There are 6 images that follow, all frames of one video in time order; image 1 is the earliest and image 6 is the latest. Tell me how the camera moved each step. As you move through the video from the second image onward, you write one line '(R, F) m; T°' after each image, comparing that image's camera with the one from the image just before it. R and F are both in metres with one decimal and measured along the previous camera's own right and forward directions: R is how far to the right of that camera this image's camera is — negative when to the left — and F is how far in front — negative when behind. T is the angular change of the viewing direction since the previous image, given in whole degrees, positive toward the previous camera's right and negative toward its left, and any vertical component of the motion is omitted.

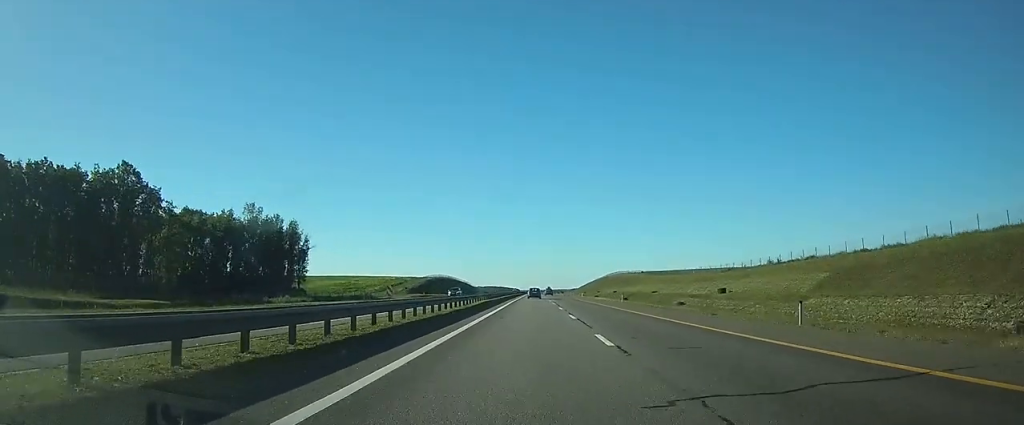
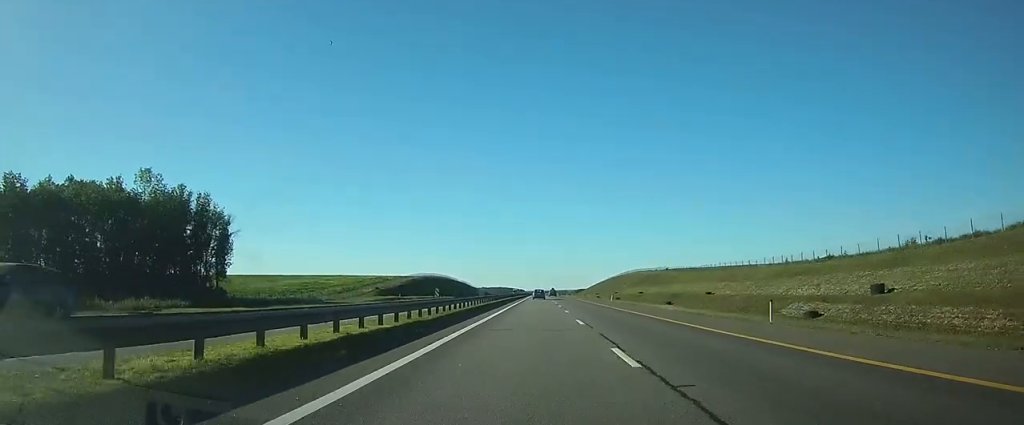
(-0.1, +39.9) m; 0°
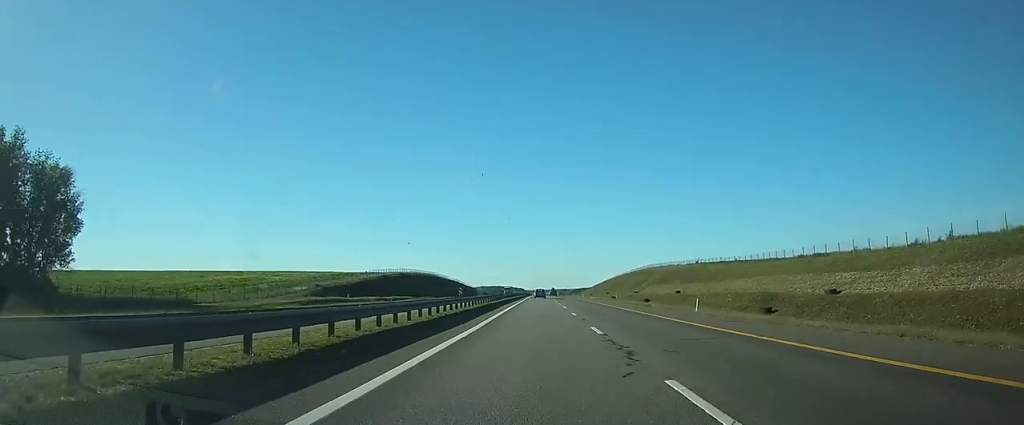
(-0.2, +41.2) m; 0°
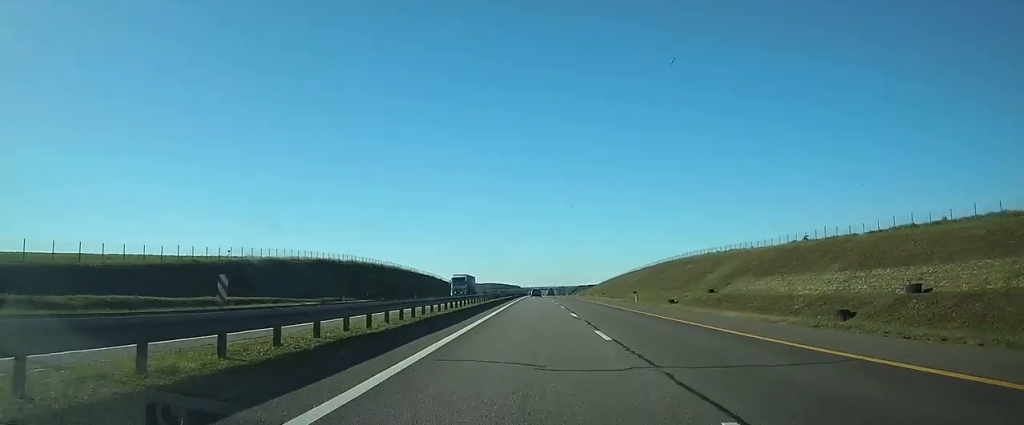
(+0.2, +75.2) m; 0°
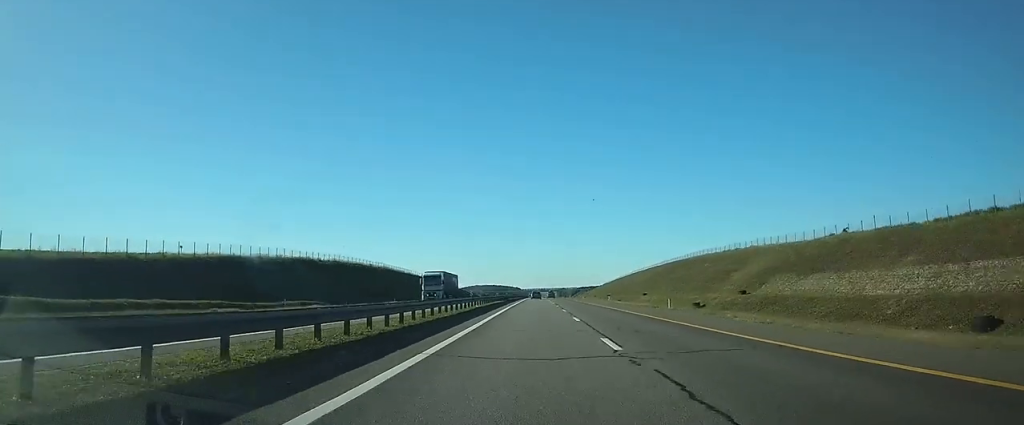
(0.0, +13.9) m; 0°
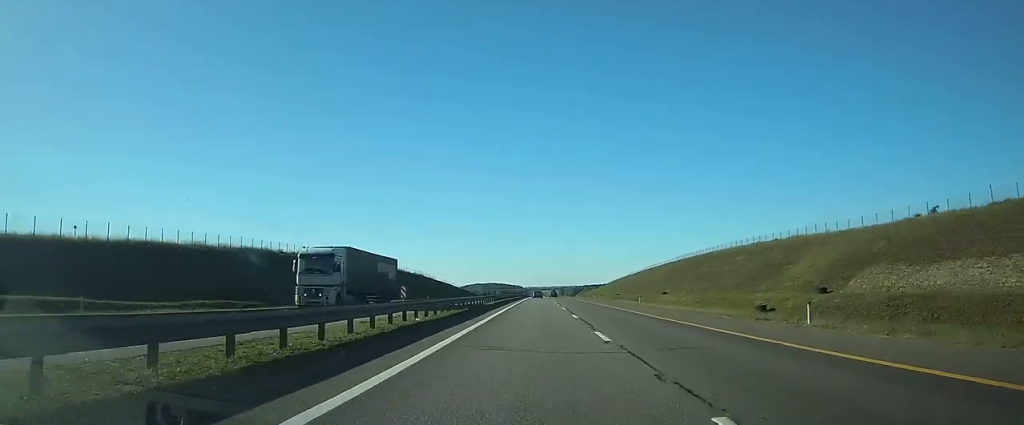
(0.0, +22.0) m; 0°
